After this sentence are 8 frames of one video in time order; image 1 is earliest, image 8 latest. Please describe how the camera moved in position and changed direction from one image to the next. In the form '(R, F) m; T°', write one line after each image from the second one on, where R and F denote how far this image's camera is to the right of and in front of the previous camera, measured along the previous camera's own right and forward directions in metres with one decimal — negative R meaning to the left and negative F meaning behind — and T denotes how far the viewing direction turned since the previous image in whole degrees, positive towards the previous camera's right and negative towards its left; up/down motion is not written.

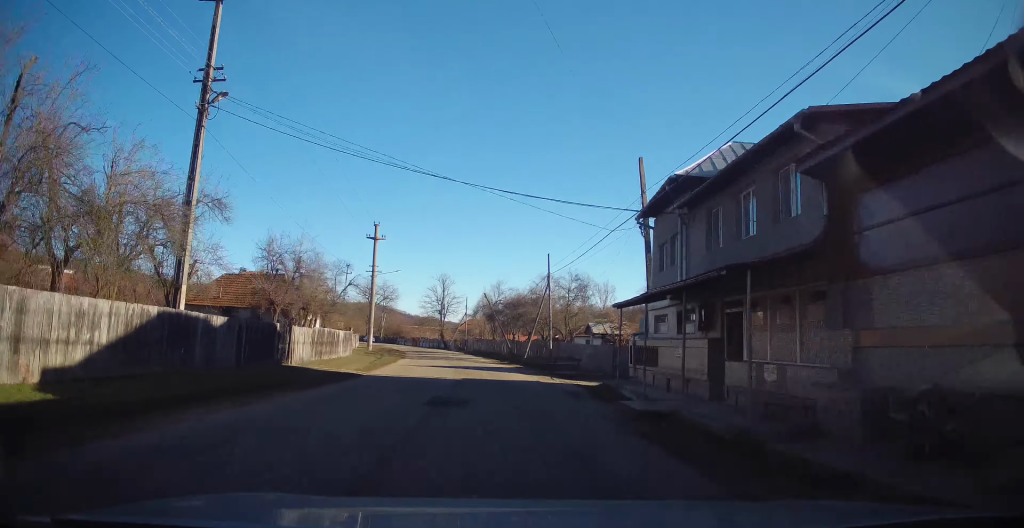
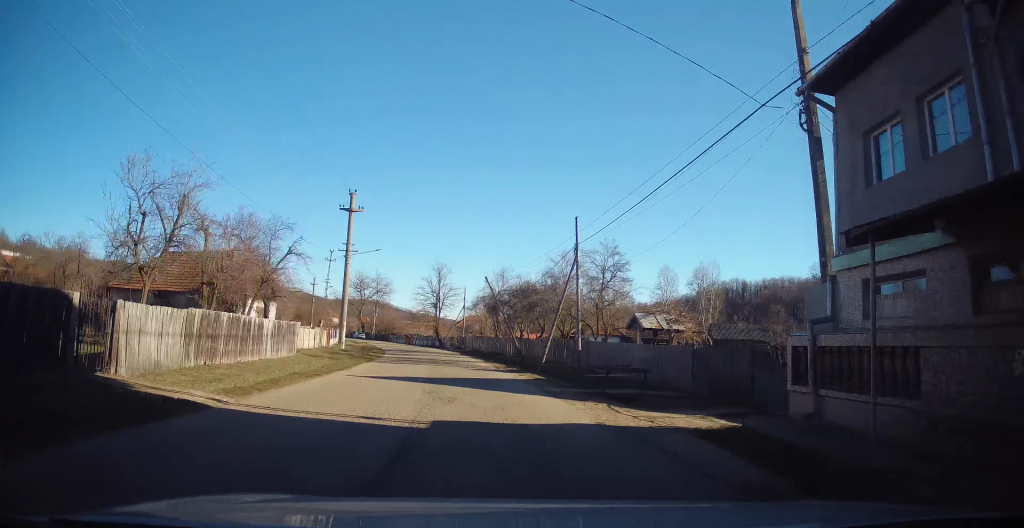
(-0.2, +10.5) m; -2°
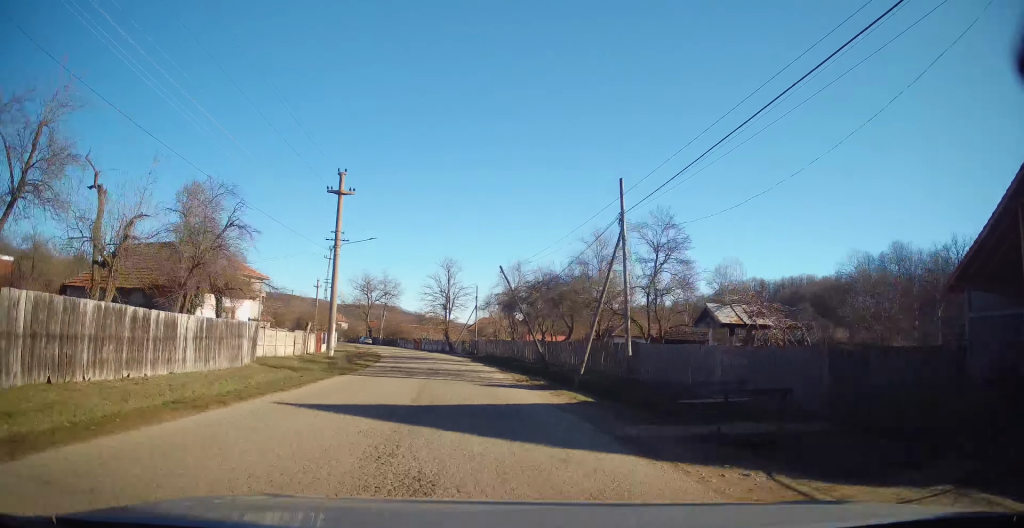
(+0.1, +7.0) m; -1°
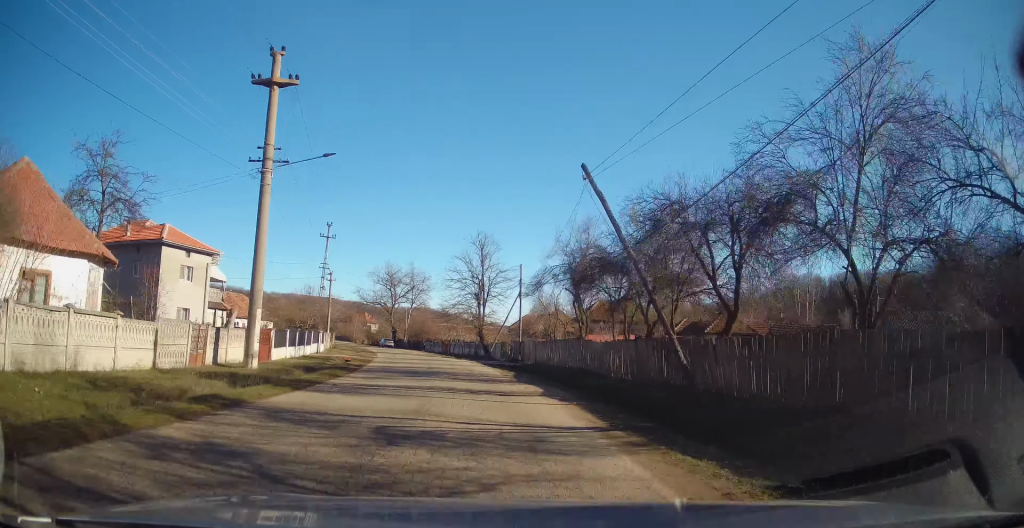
(-0.8, +17.2) m; -4°
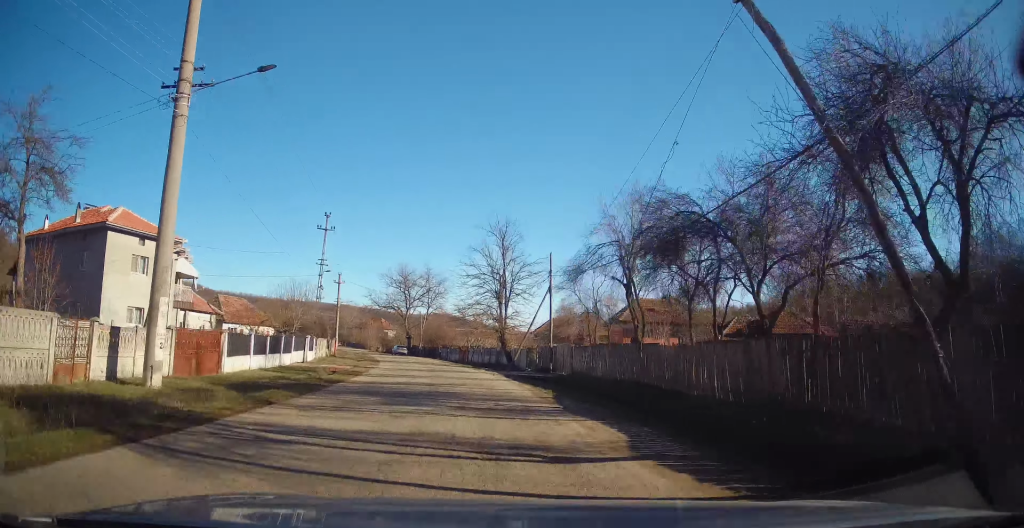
(+0.1, +7.0) m; -2°
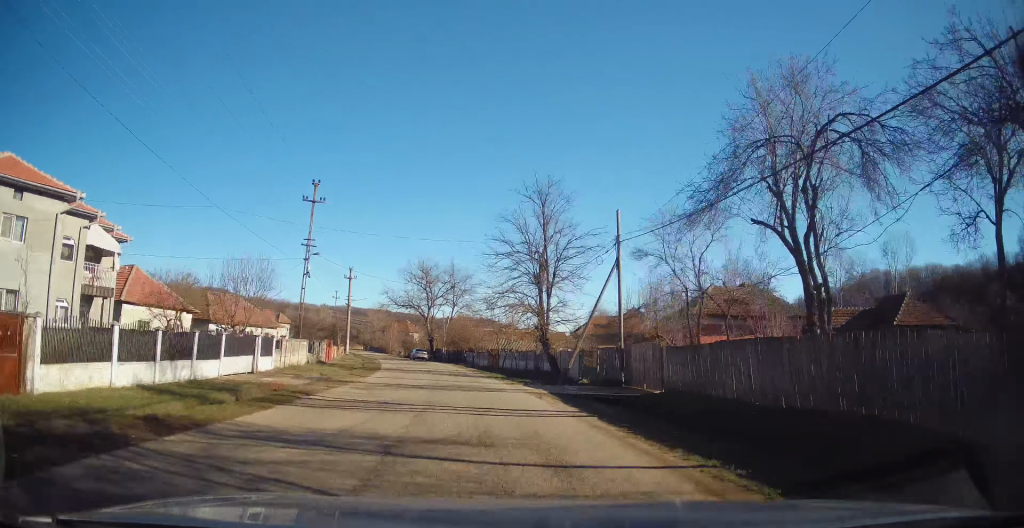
(-0.4, +10.7) m; -4°
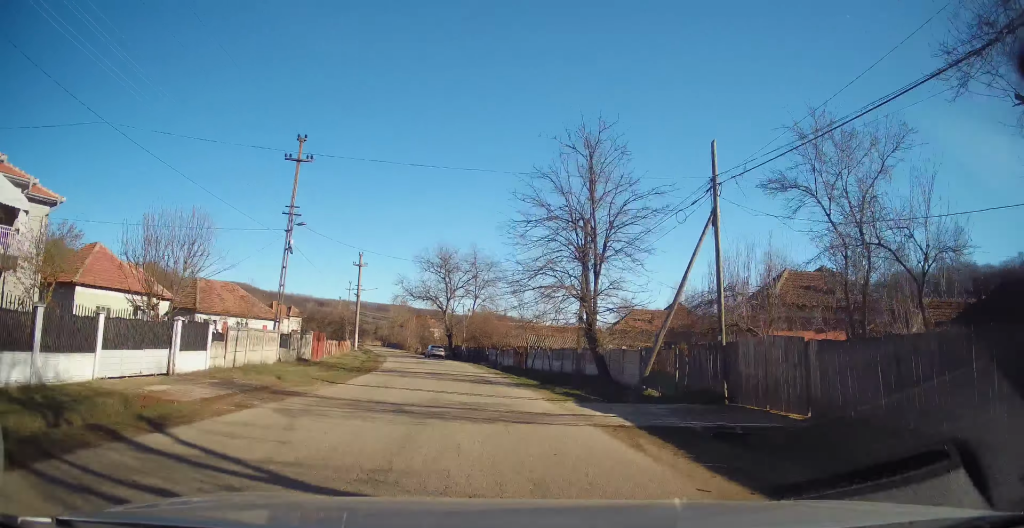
(-0.2, +7.5) m; -3°
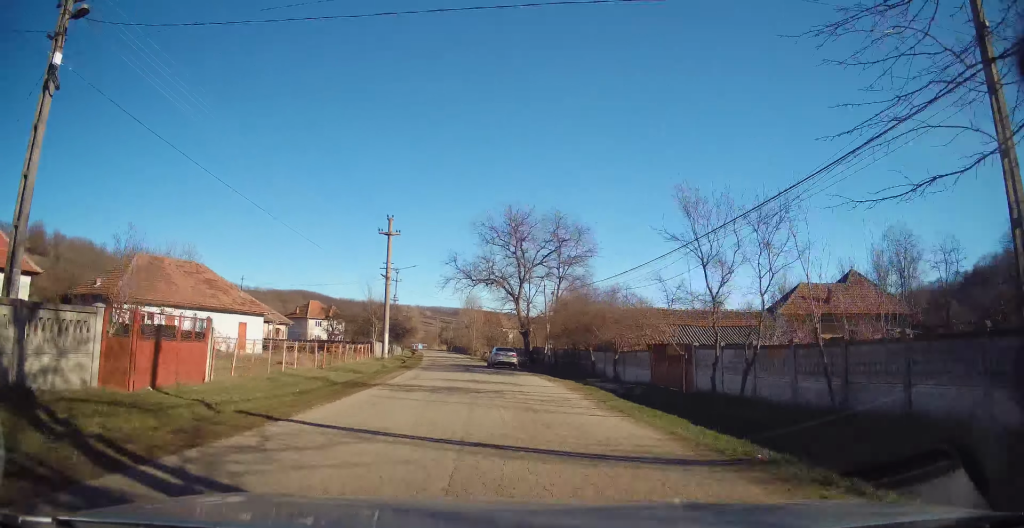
(-2.0, +21.7) m; -8°
